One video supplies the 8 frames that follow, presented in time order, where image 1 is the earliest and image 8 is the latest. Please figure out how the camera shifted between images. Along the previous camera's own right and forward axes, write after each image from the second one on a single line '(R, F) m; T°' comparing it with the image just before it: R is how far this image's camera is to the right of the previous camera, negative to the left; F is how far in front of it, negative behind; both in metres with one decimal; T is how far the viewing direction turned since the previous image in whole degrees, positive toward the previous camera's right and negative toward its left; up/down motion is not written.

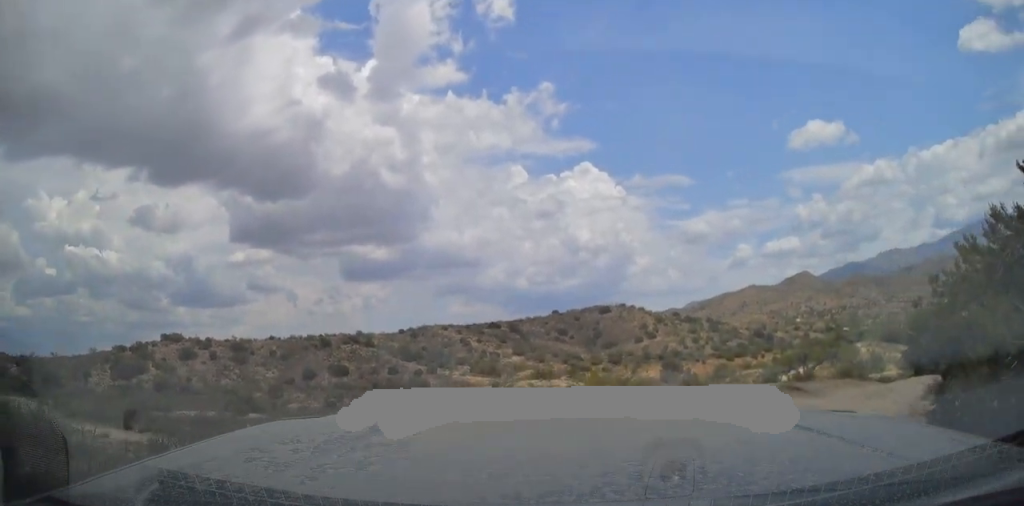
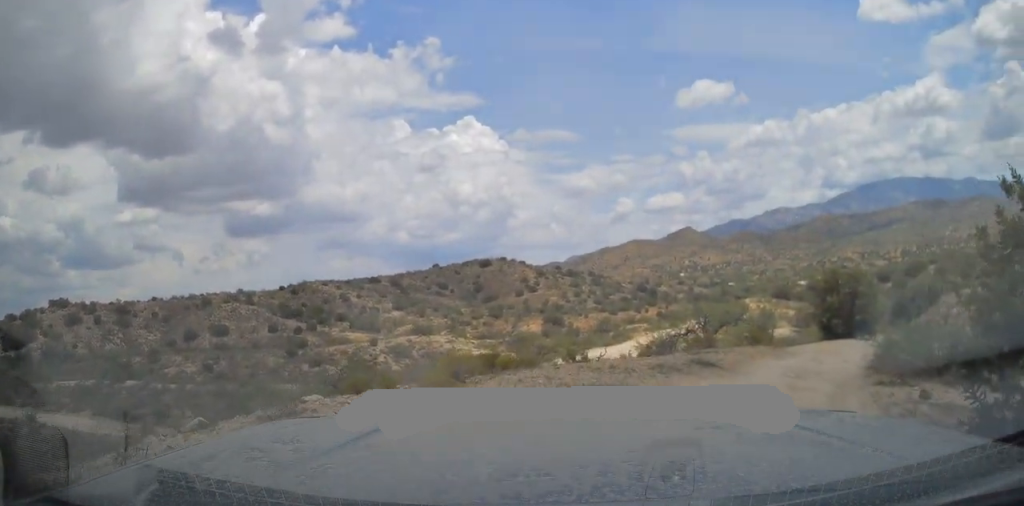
(+1.0, +3.5) m; +19°
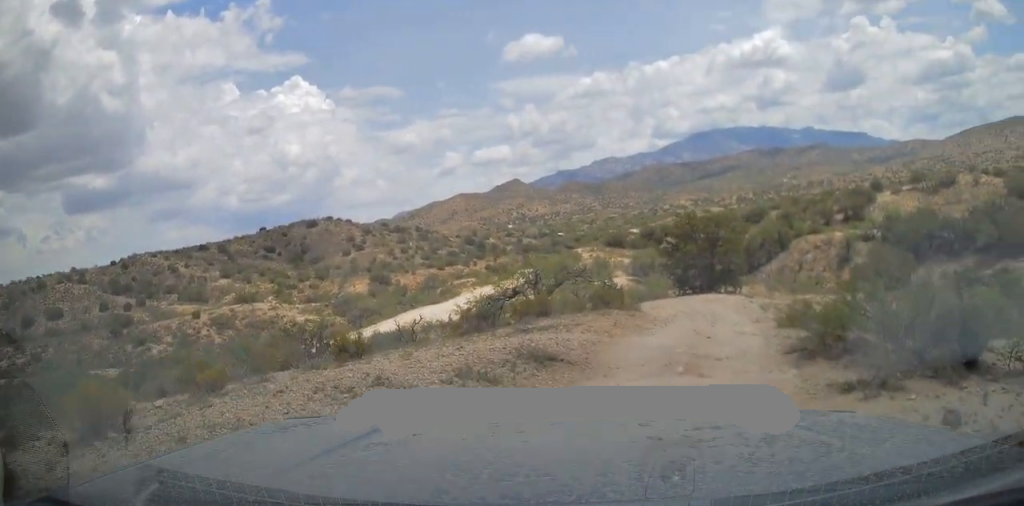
(-0.1, +5.4) m; +4°
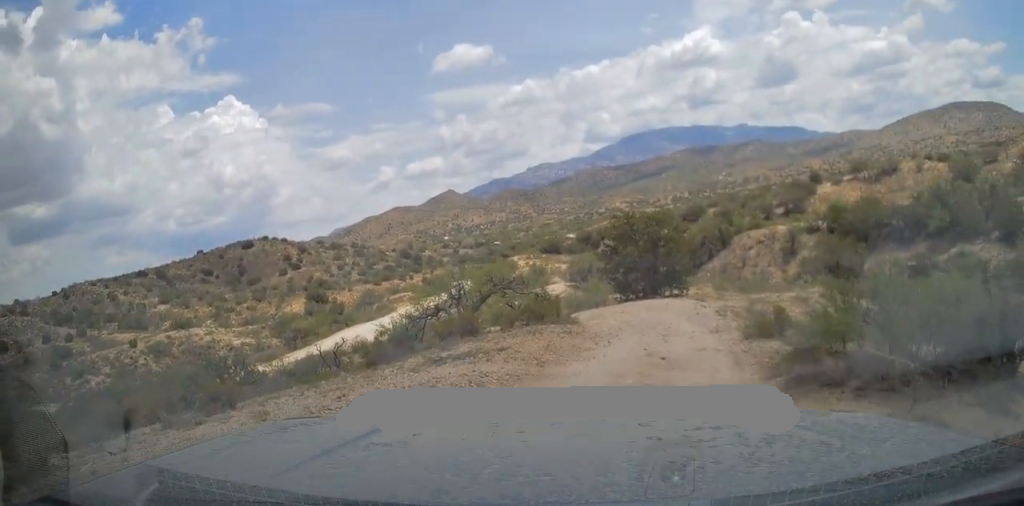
(+0.4, +2.5) m; +7°
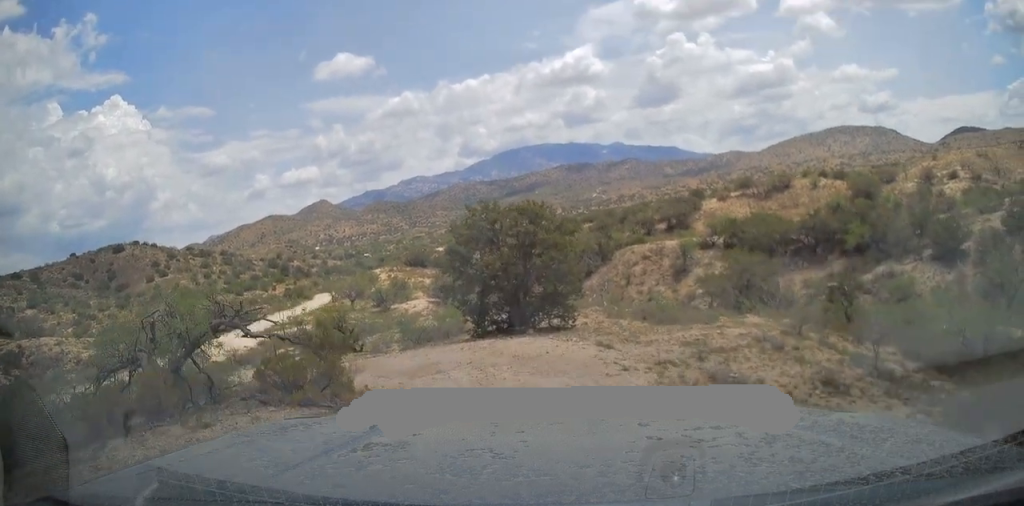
(+0.6, +9.4) m; +3°
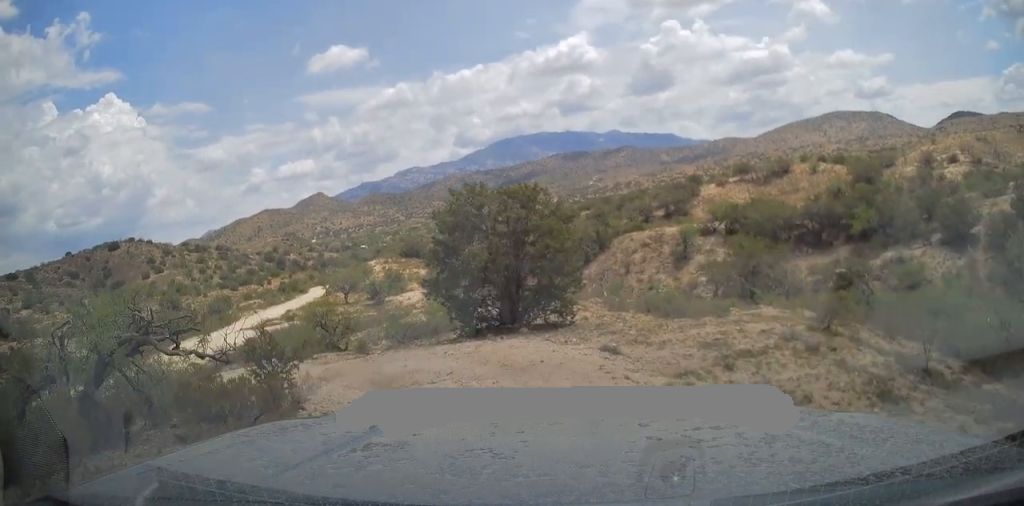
(0.0, +2.2) m; -6°
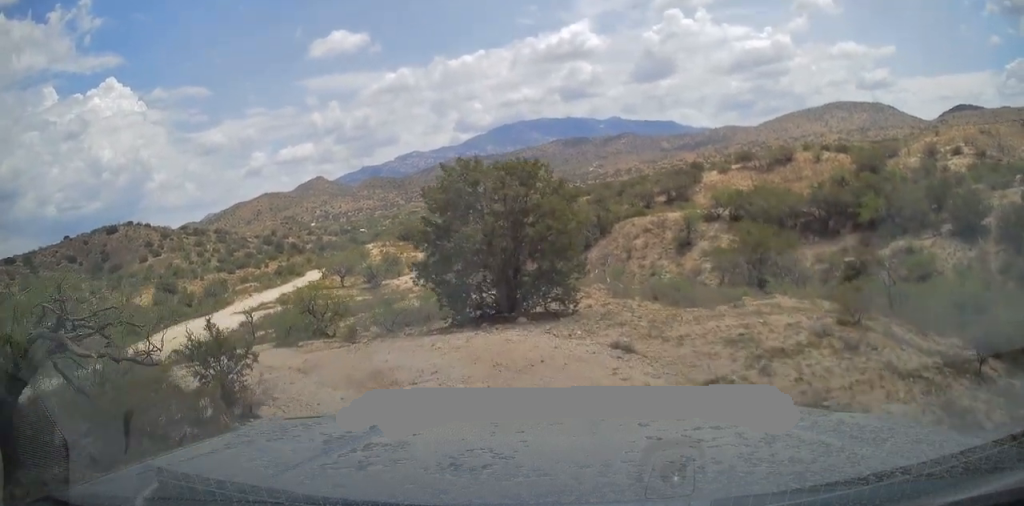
(+0.2, +1.6) m; -5°
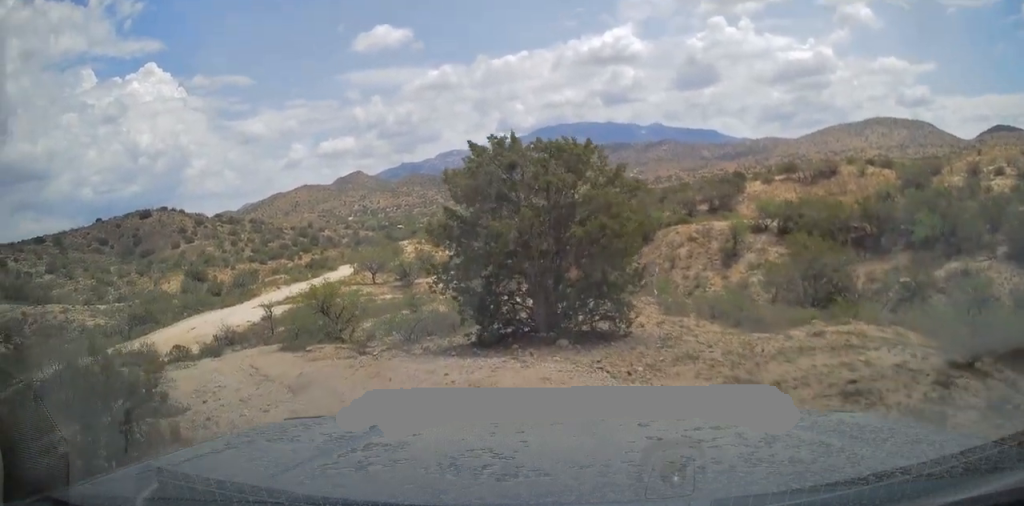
(-0.5, +2.7) m; -10°
